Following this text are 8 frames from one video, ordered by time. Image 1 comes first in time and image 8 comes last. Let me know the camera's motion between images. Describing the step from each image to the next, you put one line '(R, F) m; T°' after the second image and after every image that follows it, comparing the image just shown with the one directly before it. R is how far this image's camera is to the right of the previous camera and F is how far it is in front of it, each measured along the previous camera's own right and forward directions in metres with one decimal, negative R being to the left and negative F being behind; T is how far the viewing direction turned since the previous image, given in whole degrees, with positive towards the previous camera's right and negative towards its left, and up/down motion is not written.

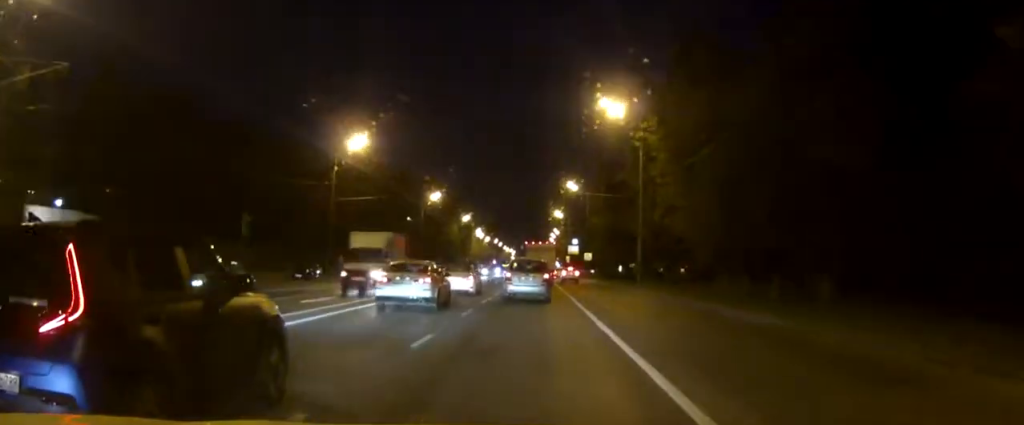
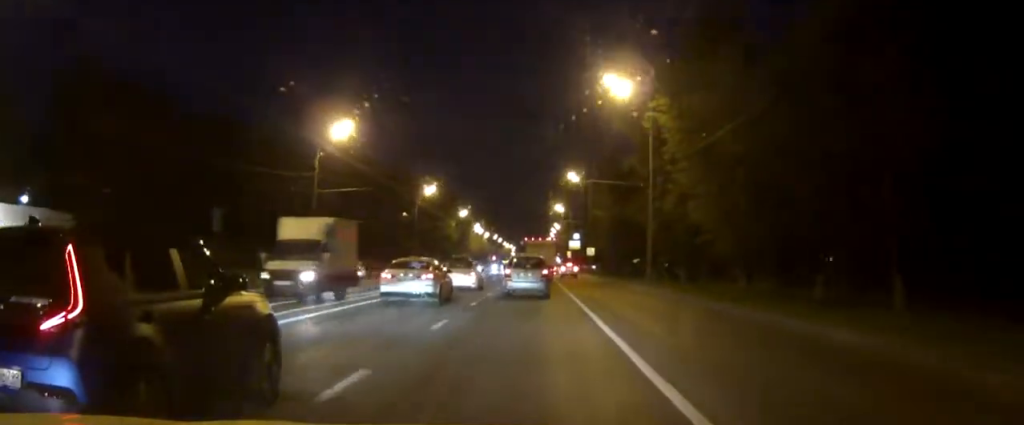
(0.0, +5.1) m; 0°
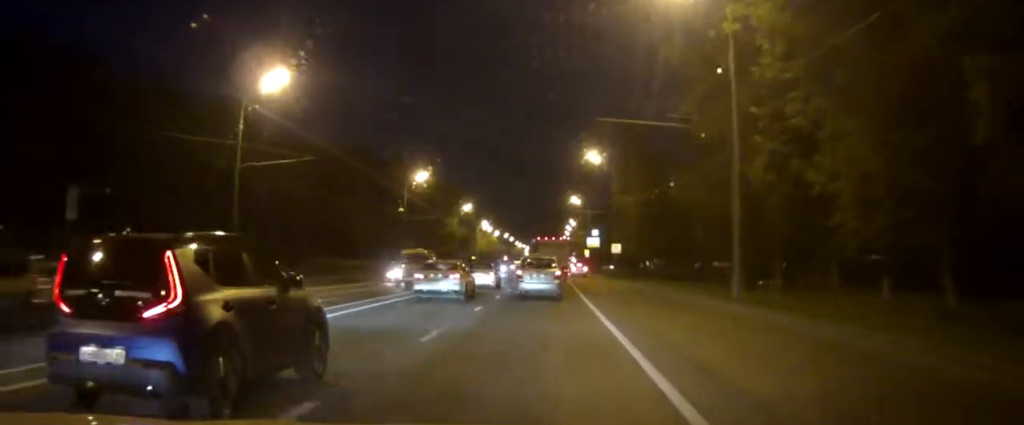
(-0.1, +18.0) m; -1°
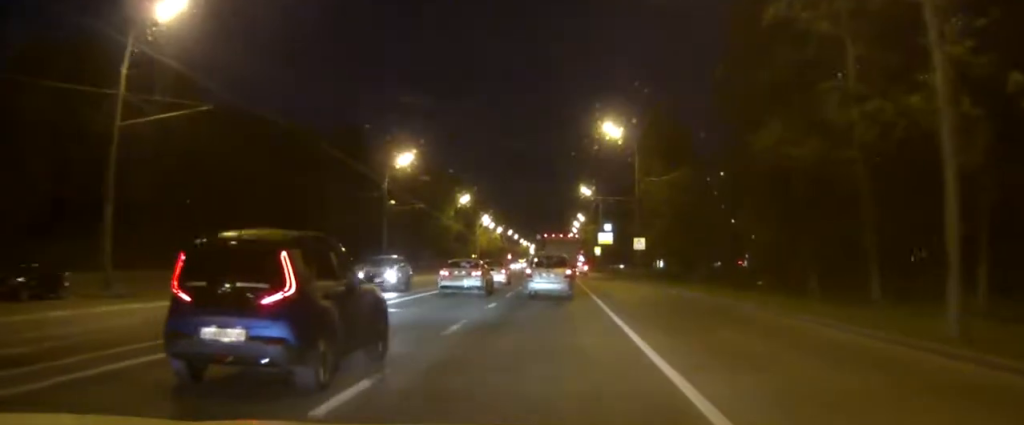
(-0.1, +14.3) m; 0°
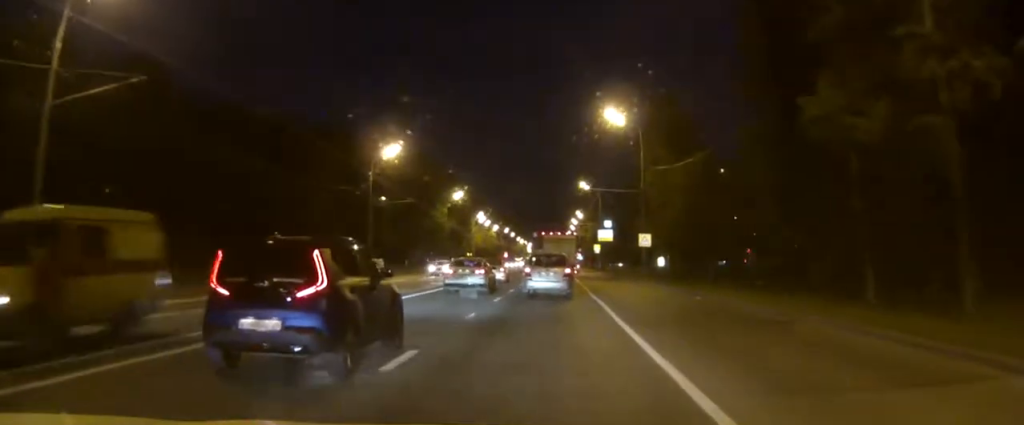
(0.0, +5.3) m; +1°
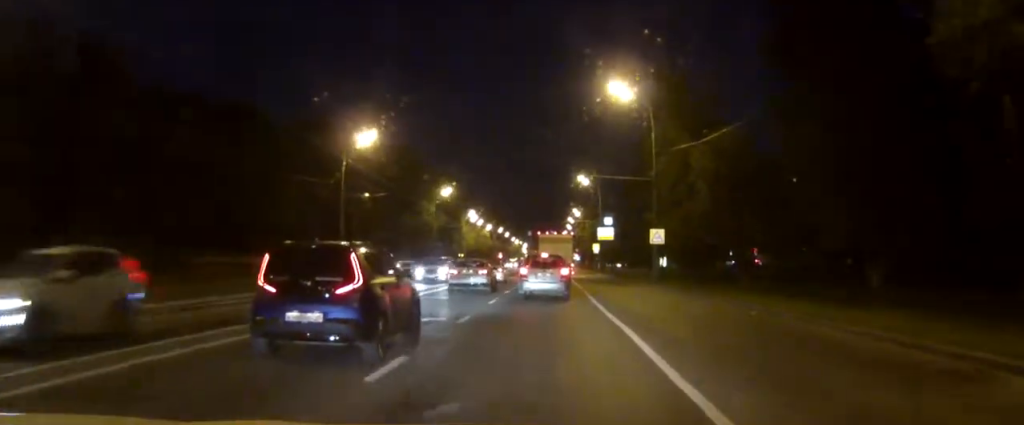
(0.0, +8.6) m; +1°
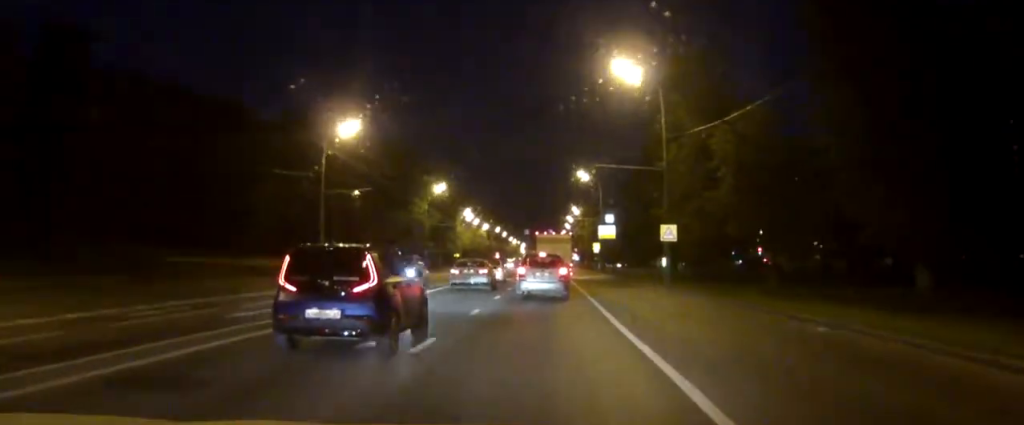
(+0.1, +5.2) m; 0°
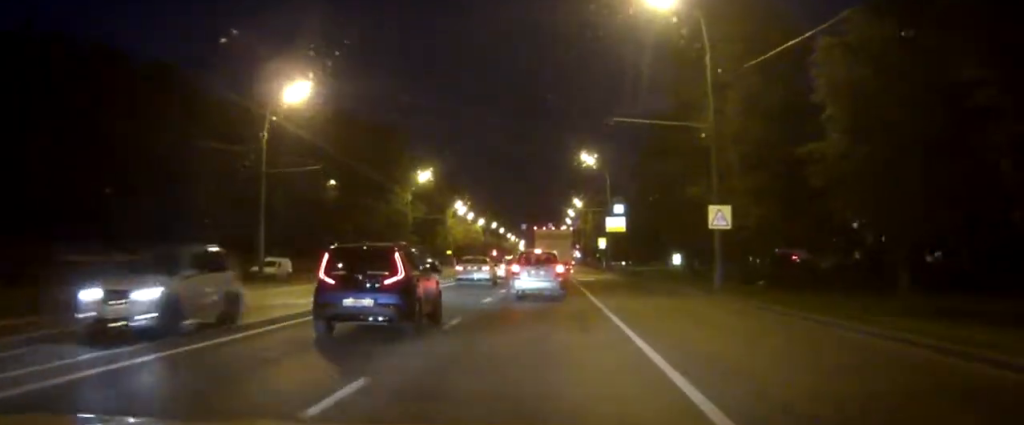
(-0.1, +12.8) m; -2°
